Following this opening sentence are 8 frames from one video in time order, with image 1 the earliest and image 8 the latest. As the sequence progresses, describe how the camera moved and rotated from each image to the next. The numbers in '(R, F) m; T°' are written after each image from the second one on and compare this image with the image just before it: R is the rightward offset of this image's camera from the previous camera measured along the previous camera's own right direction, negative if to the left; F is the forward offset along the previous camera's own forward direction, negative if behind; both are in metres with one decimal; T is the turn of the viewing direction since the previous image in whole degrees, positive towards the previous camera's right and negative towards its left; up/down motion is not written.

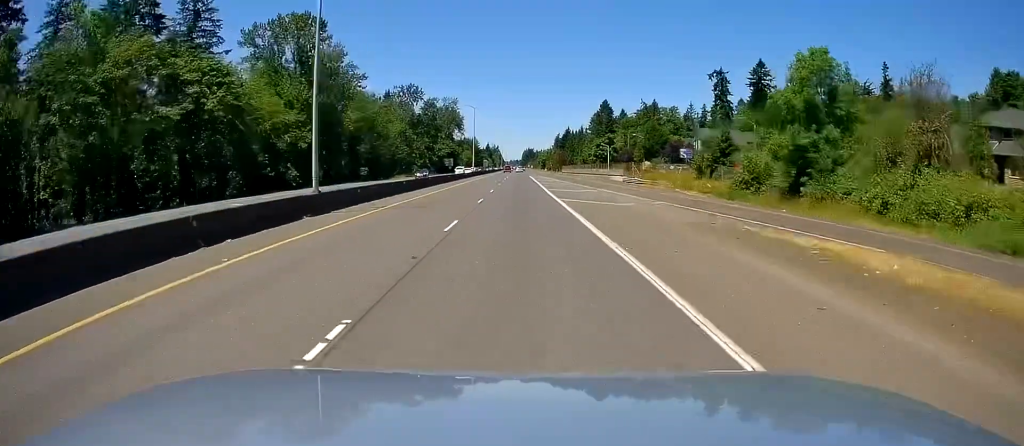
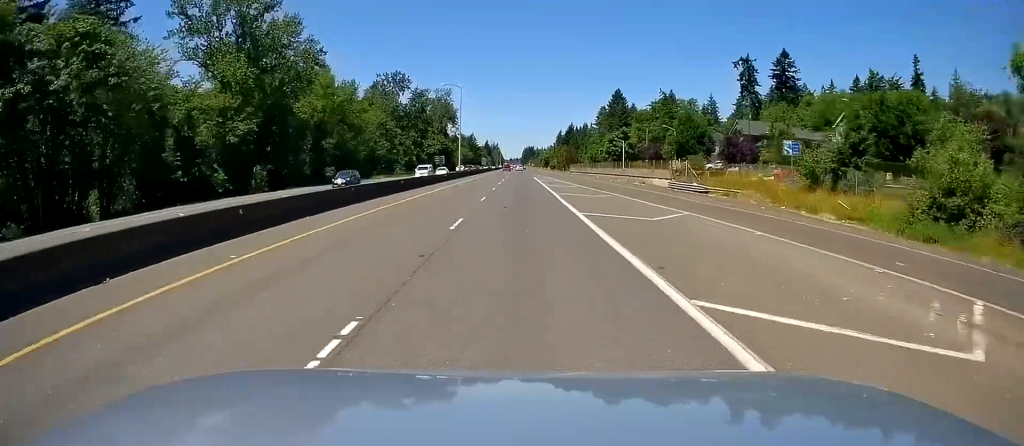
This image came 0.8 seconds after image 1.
(0.0, +24.2) m; -1°
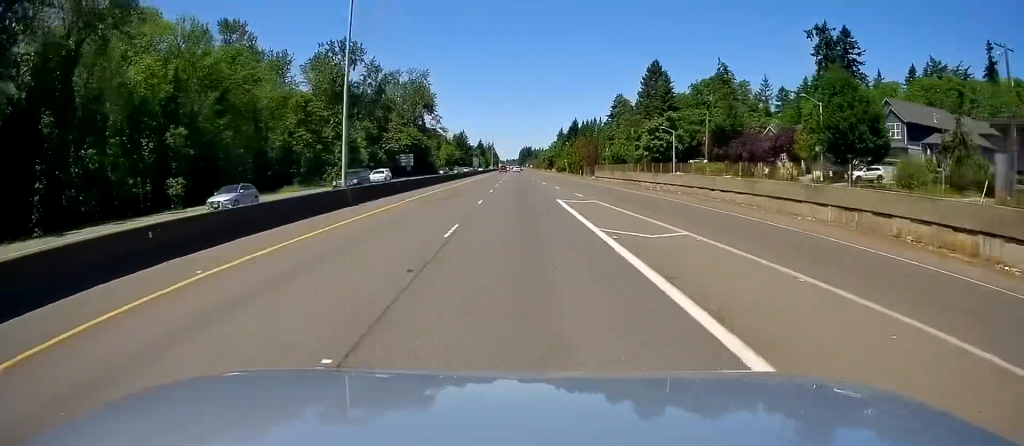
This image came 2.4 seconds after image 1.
(-0.2, +50.0) m; +1°
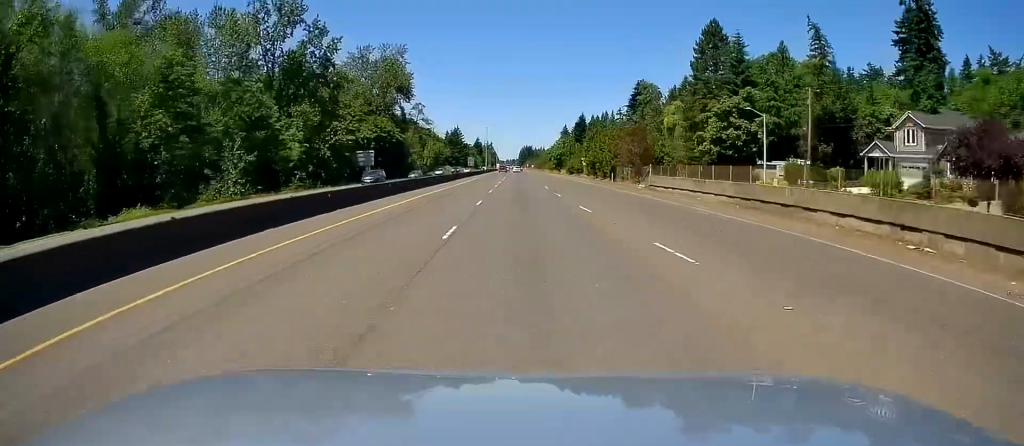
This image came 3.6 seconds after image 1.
(+0.4, +36.8) m; +1°
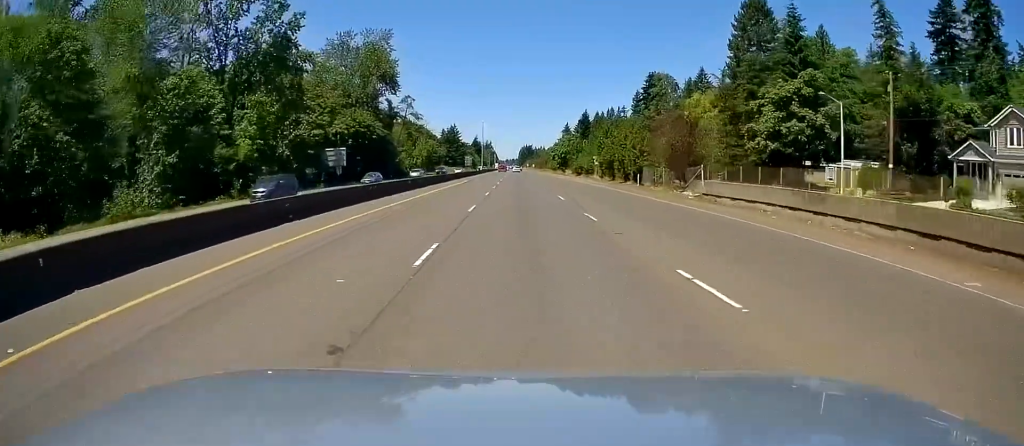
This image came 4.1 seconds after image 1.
(0.0, +16.0) m; 0°
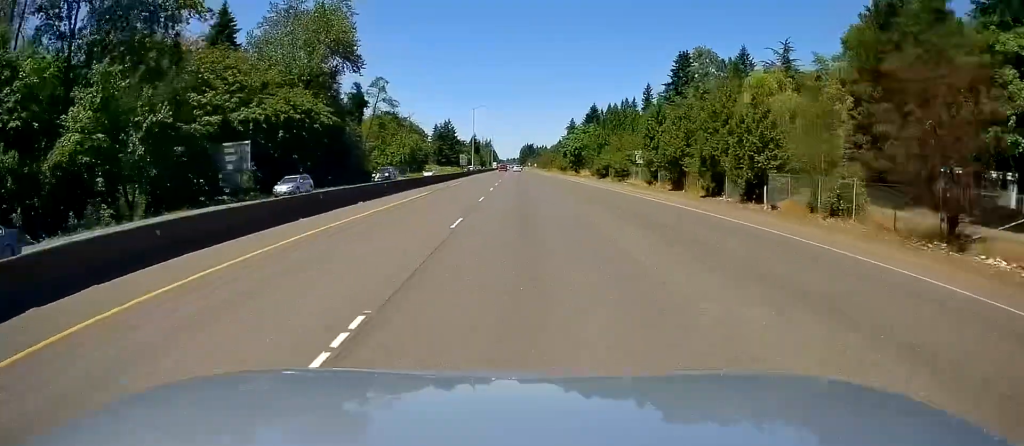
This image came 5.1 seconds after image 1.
(-0.1, +30.5) m; -1°
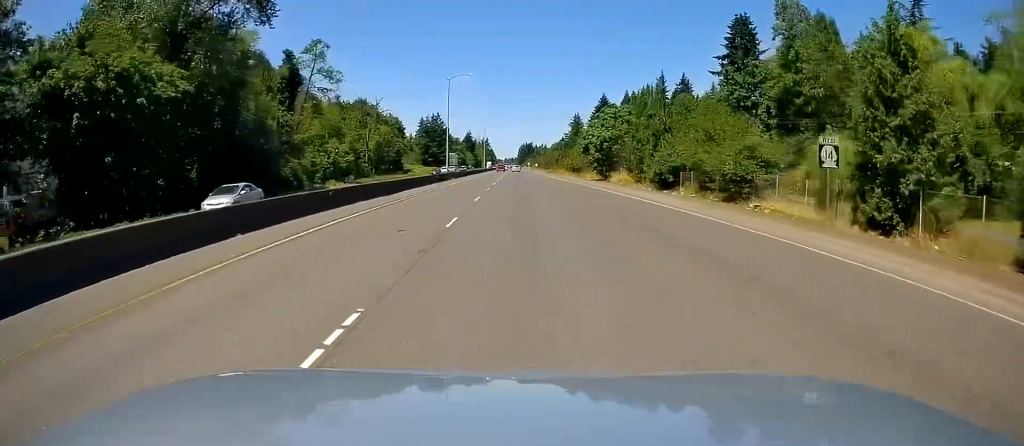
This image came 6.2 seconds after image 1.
(-0.3, +36.6) m; 0°
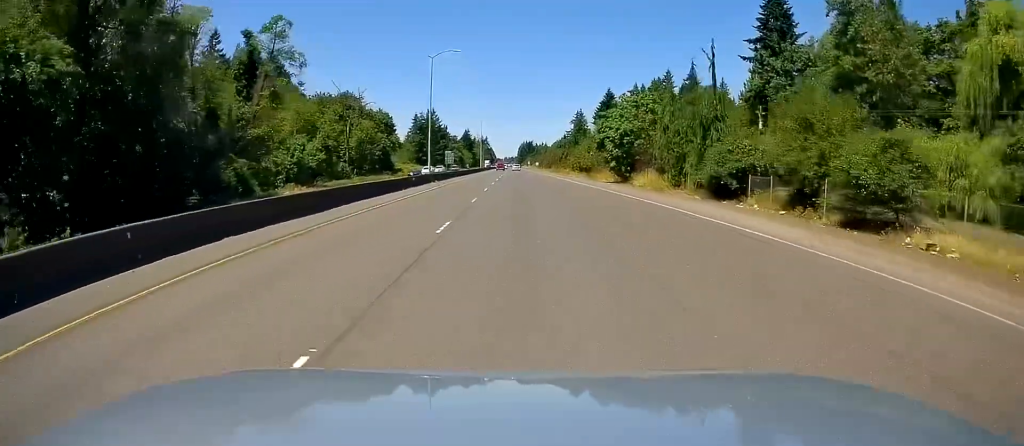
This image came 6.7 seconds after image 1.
(+0.3, +13.8) m; 0°
